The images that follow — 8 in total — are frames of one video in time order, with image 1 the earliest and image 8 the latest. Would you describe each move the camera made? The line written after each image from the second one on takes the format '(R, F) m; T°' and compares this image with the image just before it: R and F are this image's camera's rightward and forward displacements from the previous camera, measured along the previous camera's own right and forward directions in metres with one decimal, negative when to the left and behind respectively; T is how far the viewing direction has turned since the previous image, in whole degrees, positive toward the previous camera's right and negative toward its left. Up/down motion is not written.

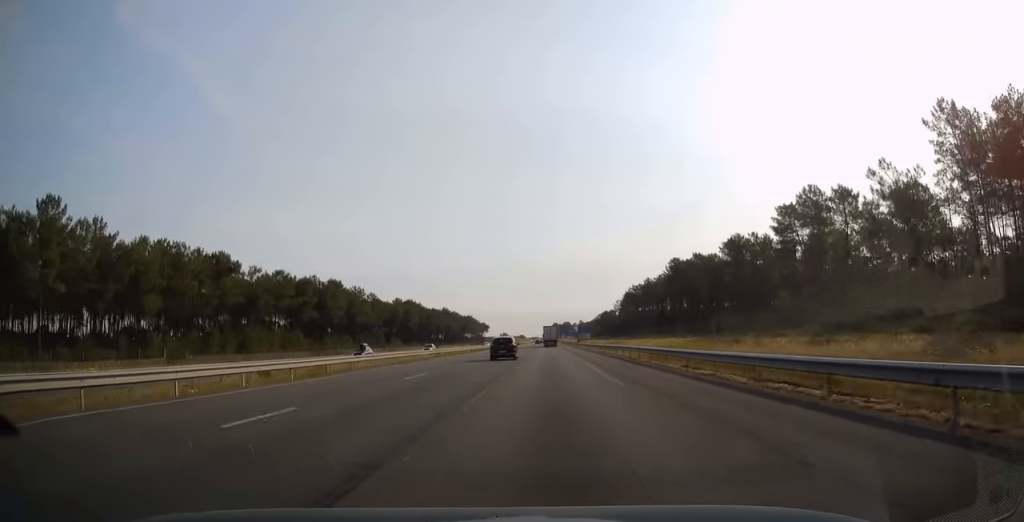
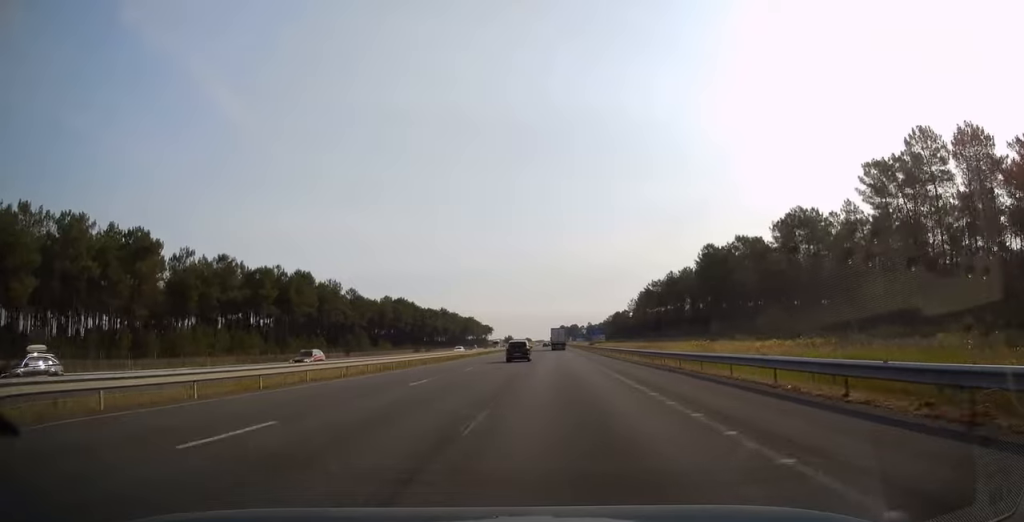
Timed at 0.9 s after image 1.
(-0.2, +27.8) m; -1°
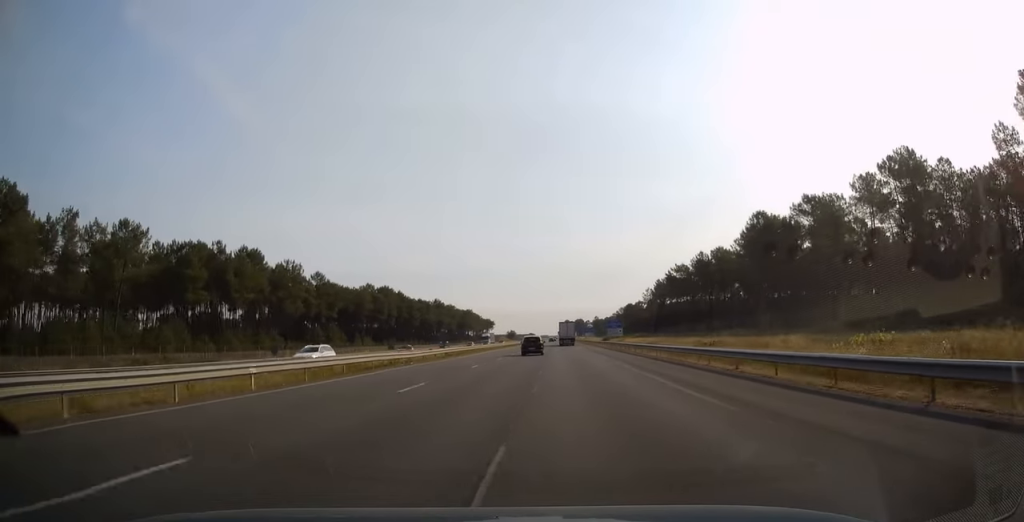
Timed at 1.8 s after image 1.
(-0.3, +30.2) m; 0°
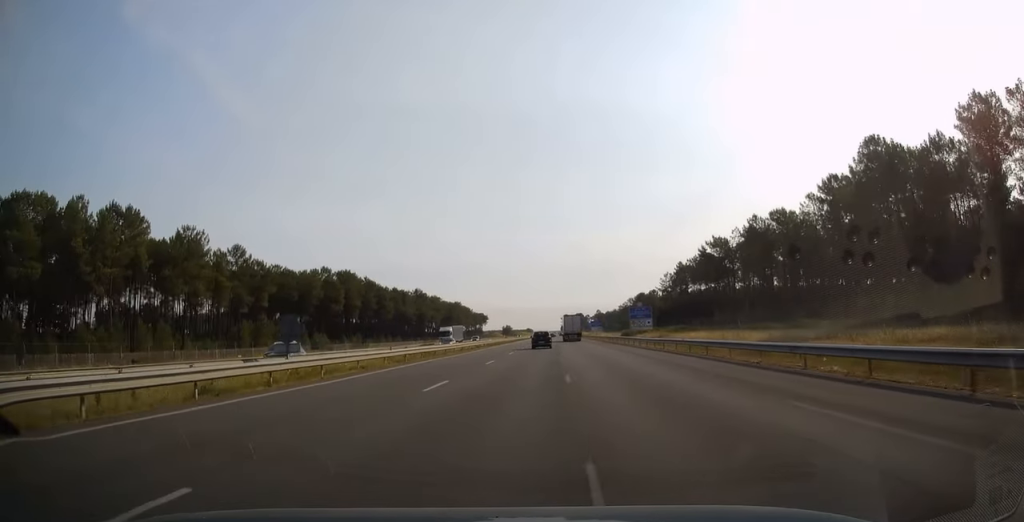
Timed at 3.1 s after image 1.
(+0.4, +40.1) m; 0°
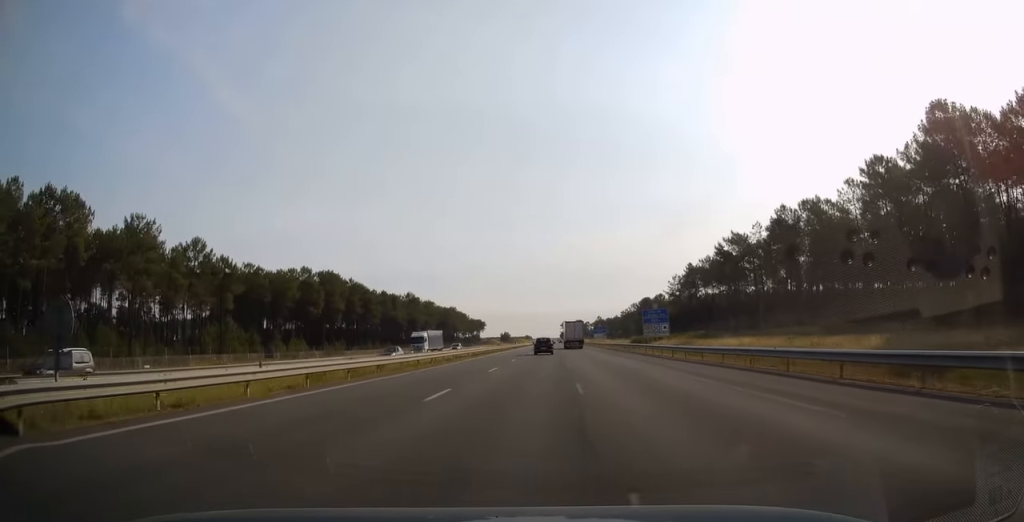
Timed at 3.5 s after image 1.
(-0.2, +13.9) m; 0°
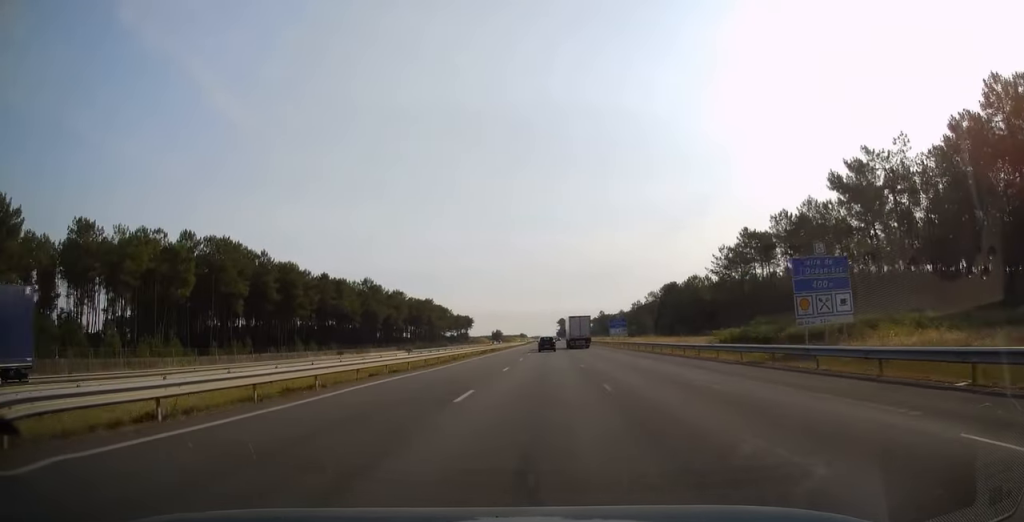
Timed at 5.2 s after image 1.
(+0.3, +53.6) m; +1°
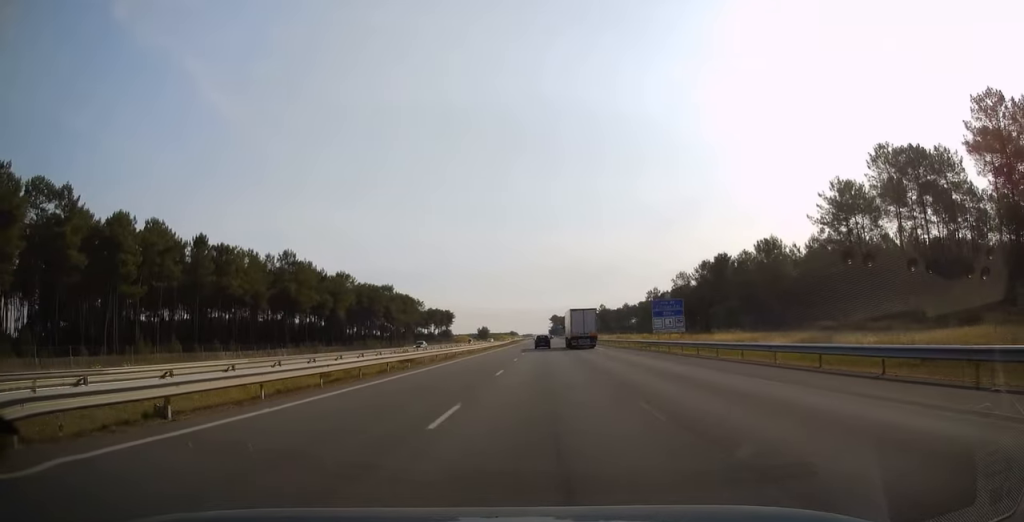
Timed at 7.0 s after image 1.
(0.0, +56.2) m; 0°
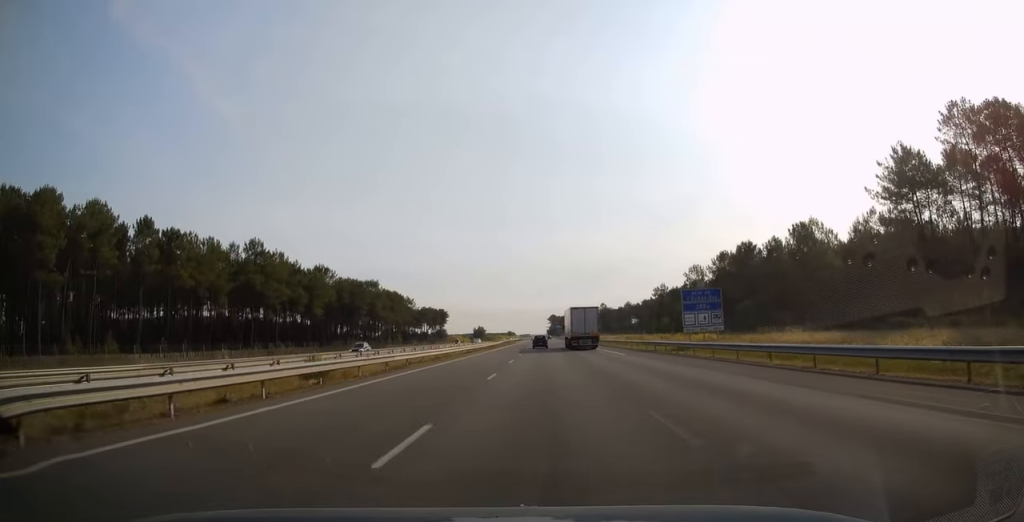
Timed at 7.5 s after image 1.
(0.0, +15.8) m; 0°
